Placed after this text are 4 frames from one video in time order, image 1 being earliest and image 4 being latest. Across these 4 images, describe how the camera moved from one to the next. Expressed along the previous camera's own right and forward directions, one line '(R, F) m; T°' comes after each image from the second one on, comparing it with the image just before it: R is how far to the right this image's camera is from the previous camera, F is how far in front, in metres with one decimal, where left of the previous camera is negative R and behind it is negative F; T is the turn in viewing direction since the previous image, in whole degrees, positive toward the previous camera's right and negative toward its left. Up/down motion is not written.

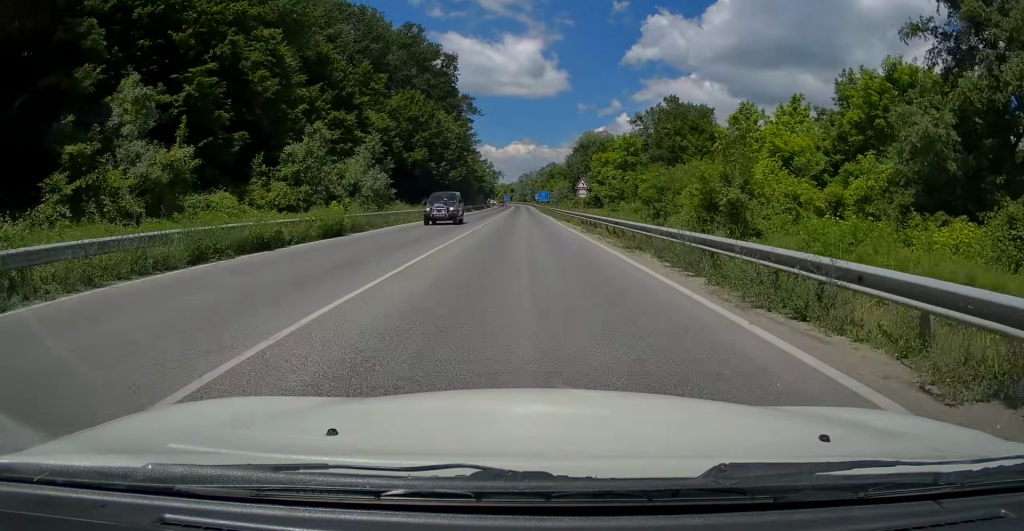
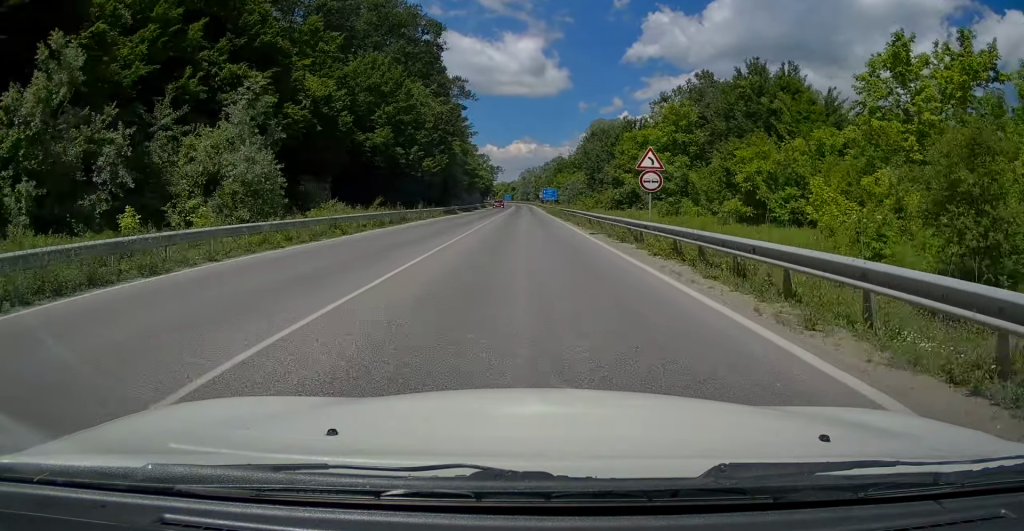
(+0.2, +20.9) m; 0°
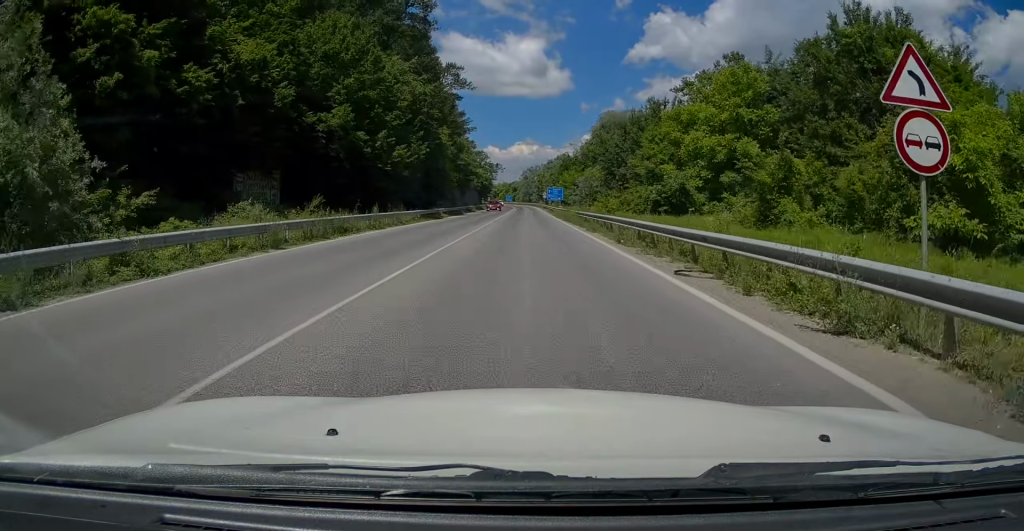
(0.0, +13.2) m; 0°
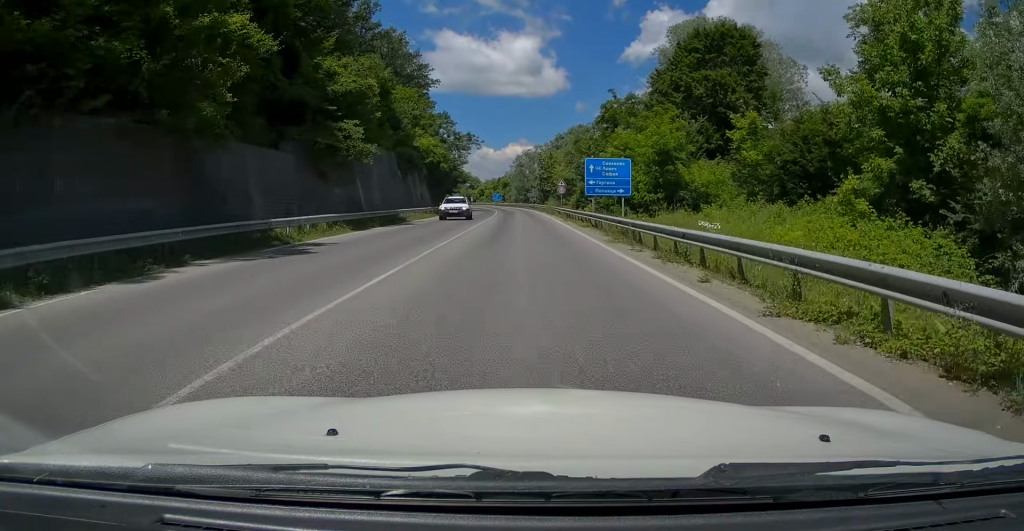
(+0.2, +63.6) m; +1°
